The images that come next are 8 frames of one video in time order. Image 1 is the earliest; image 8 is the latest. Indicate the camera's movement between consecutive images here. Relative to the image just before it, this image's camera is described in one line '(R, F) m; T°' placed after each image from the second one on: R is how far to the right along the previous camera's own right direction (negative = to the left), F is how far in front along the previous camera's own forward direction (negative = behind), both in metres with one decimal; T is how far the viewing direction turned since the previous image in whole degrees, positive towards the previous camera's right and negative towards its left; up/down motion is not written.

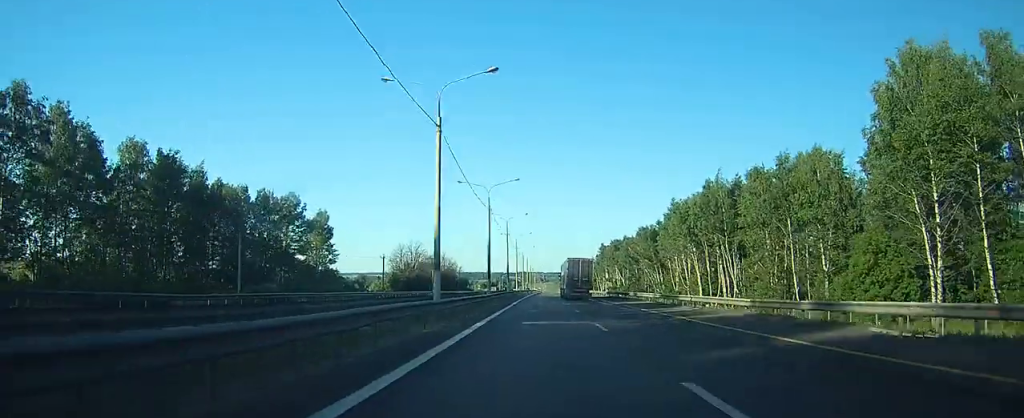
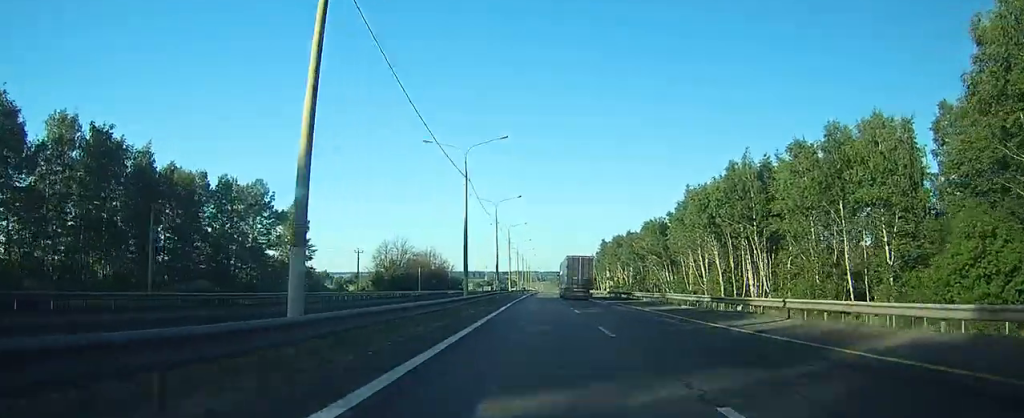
(+0.1, +14.1) m; 0°
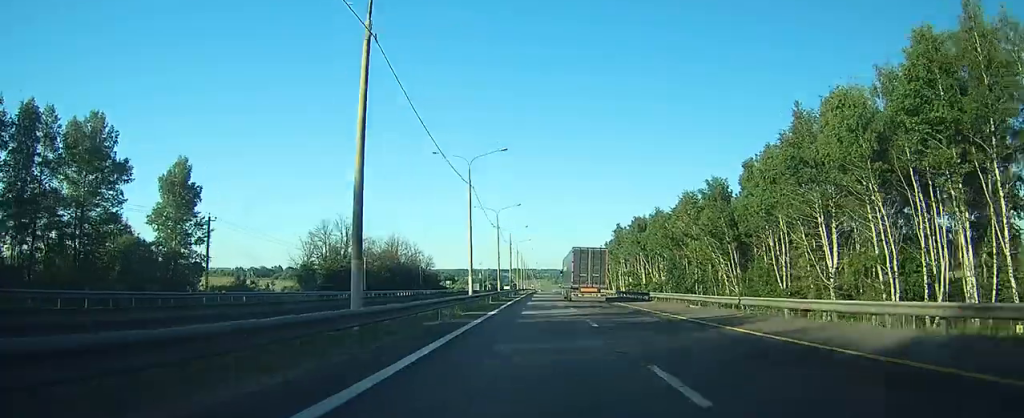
(+0.5, +45.6) m; +3°
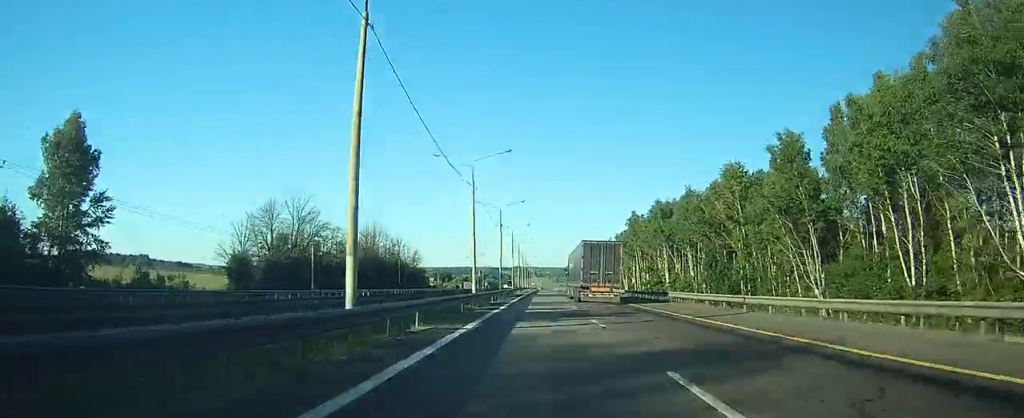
(+0.6, +24.9) m; +1°
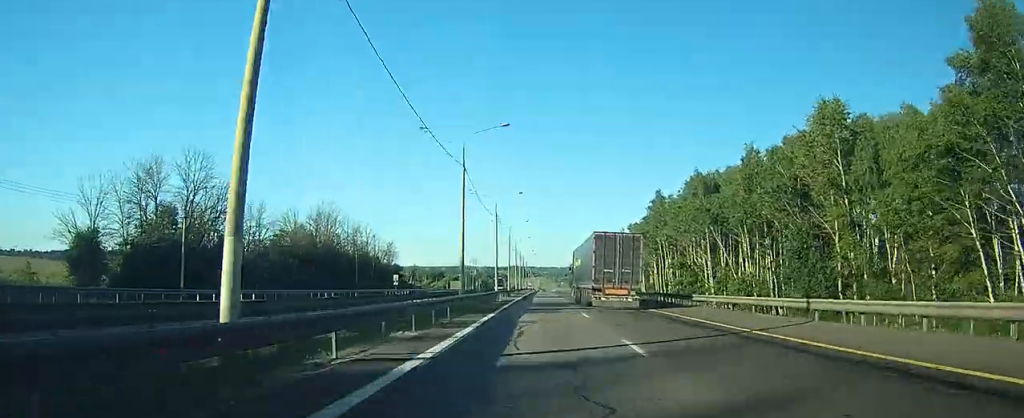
(-0.2, +30.3) m; -1°
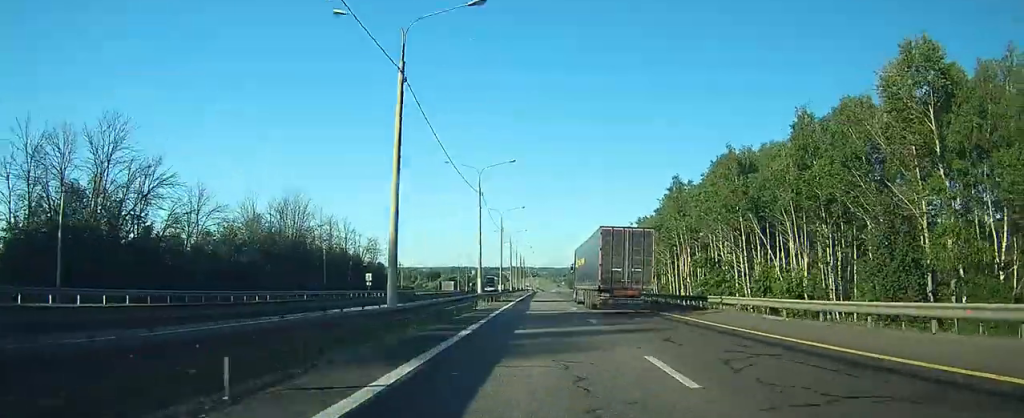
(-0.1, +15.1) m; 0°
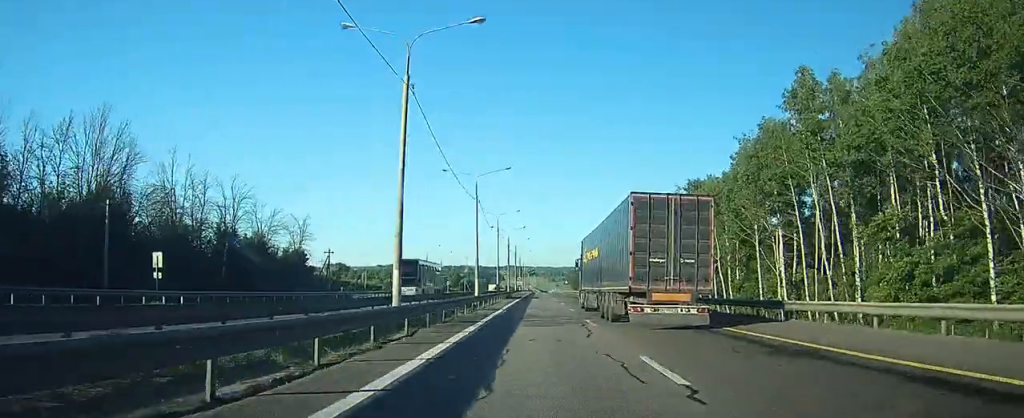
(-0.1, +48.0) m; 0°
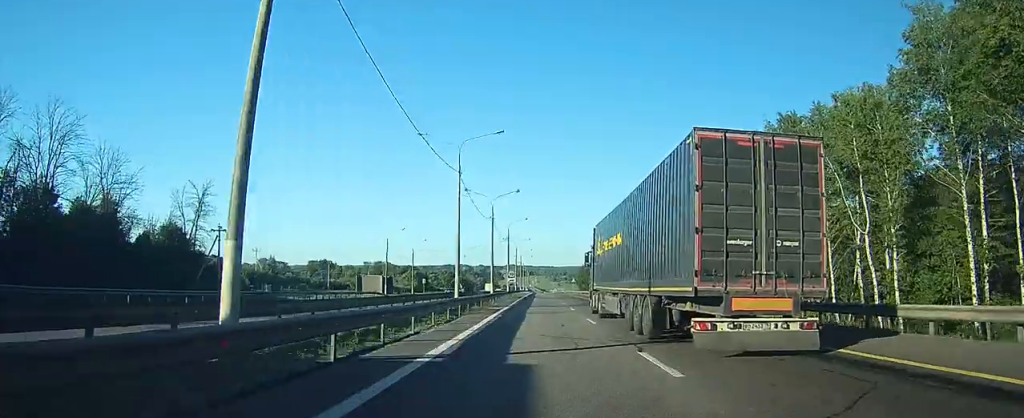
(+0.1, +35.5) m; 0°
